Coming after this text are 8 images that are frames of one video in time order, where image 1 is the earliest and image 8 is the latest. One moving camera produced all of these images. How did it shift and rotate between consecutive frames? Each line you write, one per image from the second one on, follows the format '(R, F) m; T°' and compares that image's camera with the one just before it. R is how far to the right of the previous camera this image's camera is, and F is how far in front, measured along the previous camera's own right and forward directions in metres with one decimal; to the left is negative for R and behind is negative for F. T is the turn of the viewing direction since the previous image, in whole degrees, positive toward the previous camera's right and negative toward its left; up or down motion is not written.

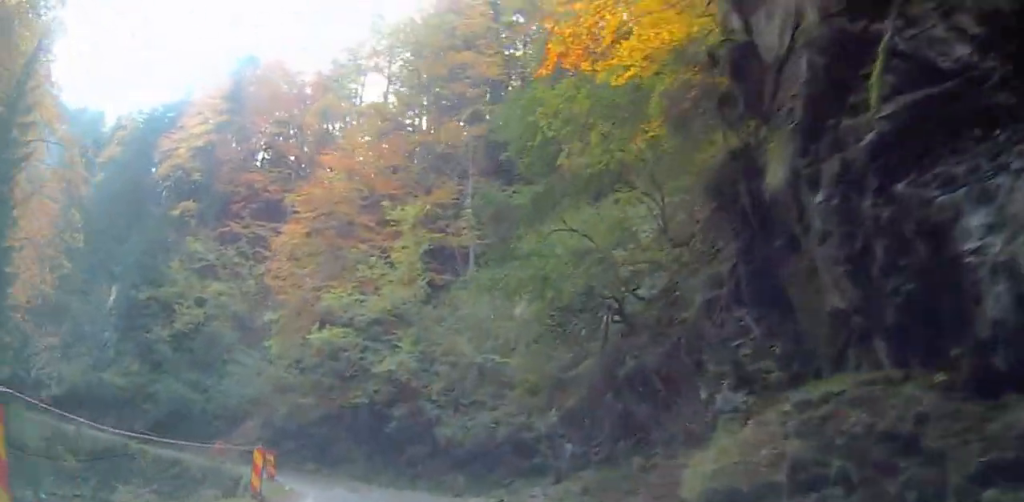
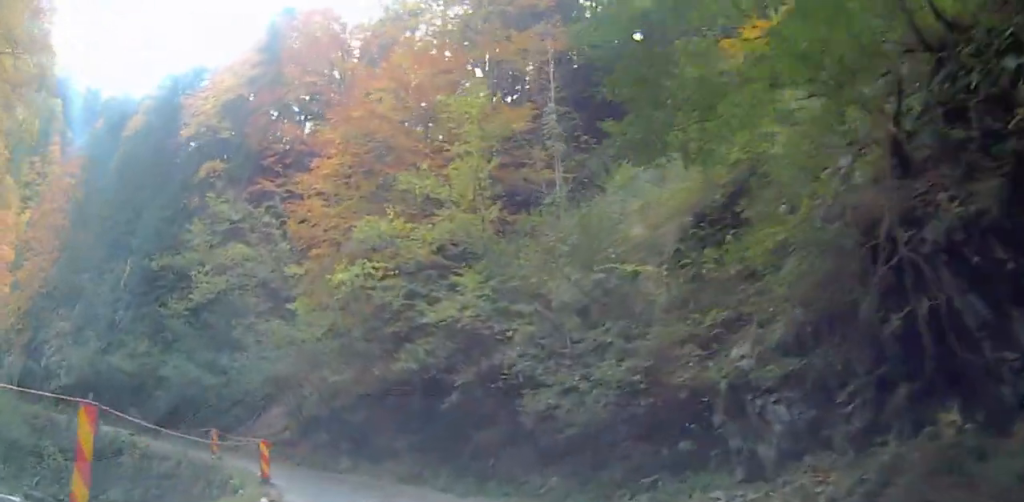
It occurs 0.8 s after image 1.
(-0.6, +10.6) m; -9°
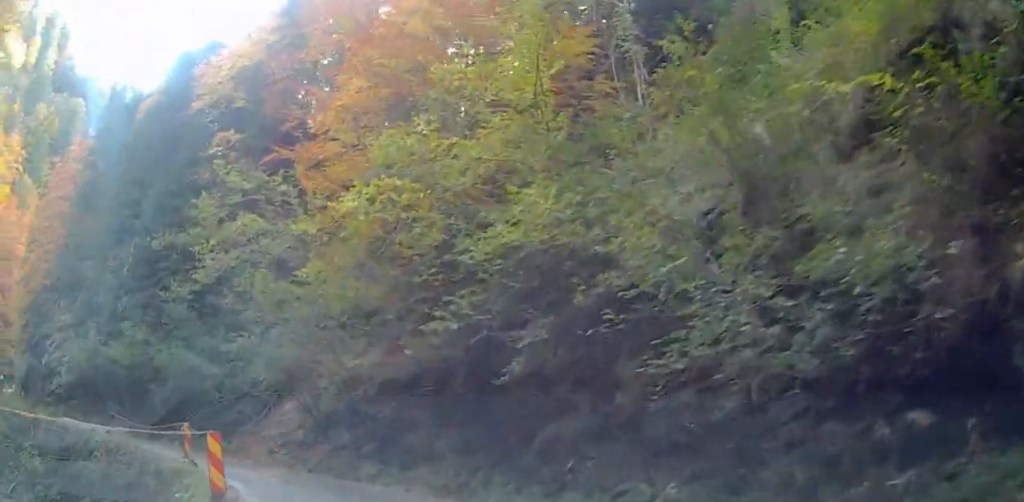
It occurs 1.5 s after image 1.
(-0.4, +7.7) m; -11°
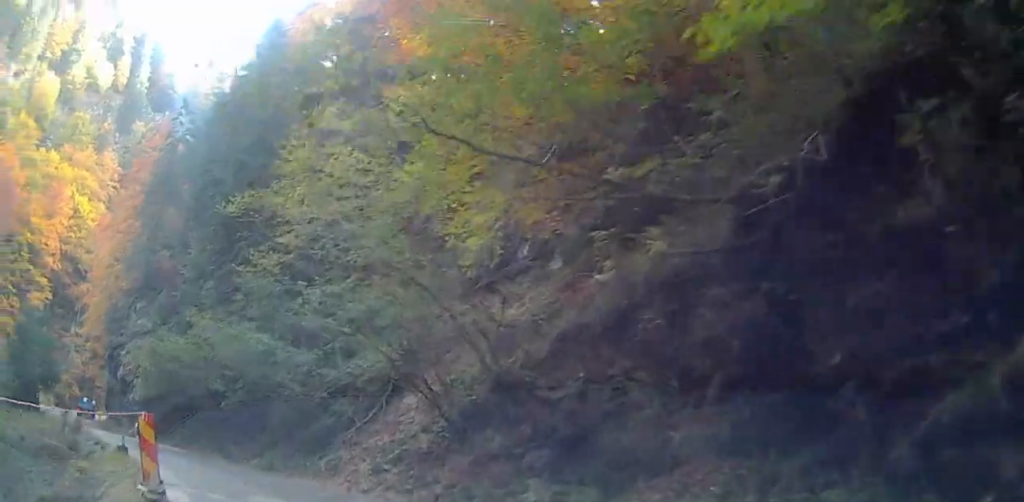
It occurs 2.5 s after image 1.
(-2.4, +11.9) m; -22°
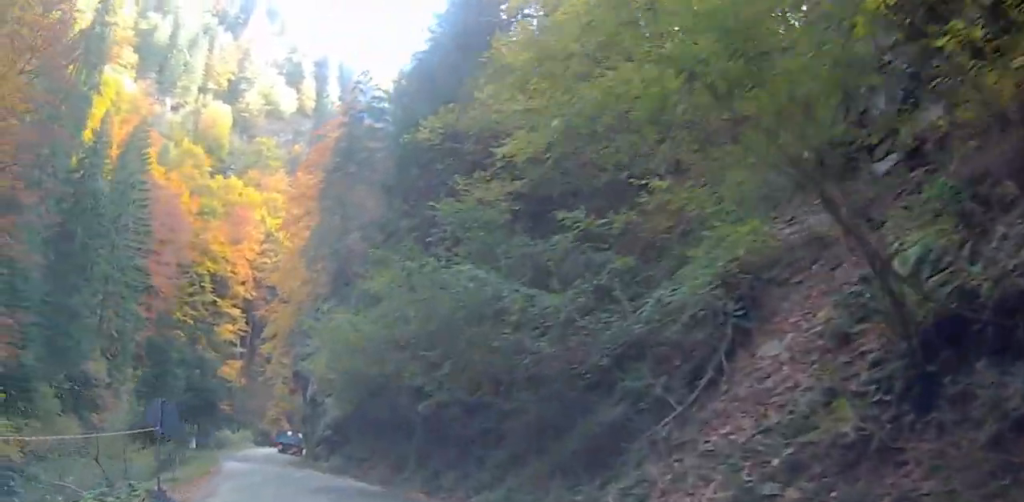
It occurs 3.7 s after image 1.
(-2.5, +13.2) m; -12°
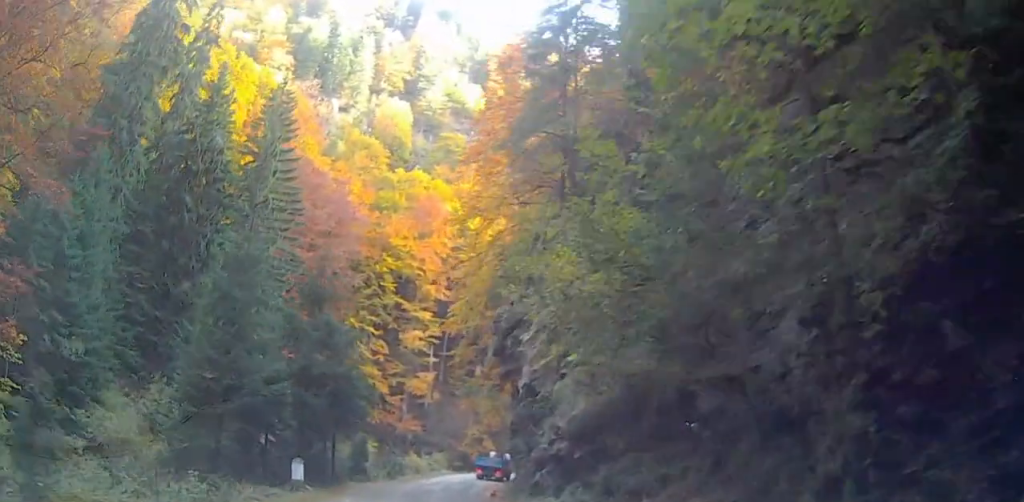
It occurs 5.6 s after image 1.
(-1.6, +20.3) m; -15°
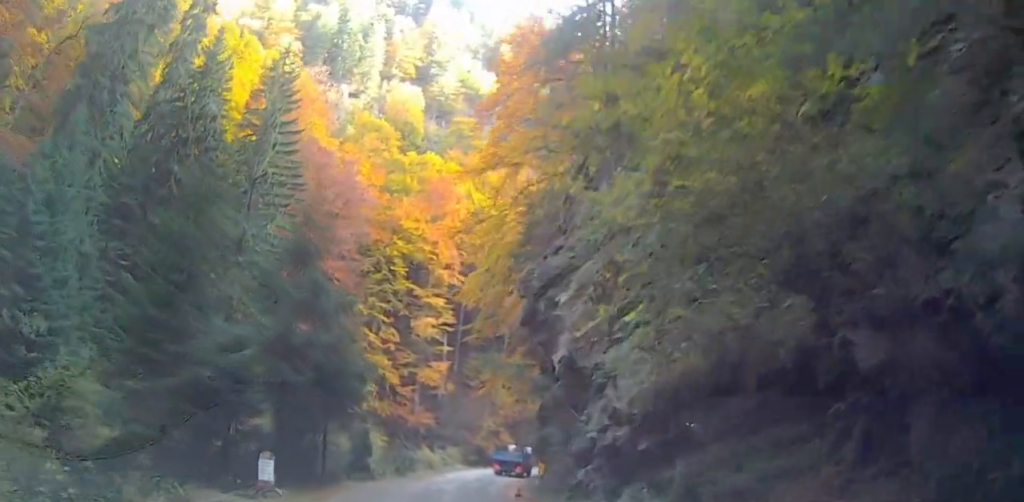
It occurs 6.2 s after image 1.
(+0.2, +5.7) m; -9°
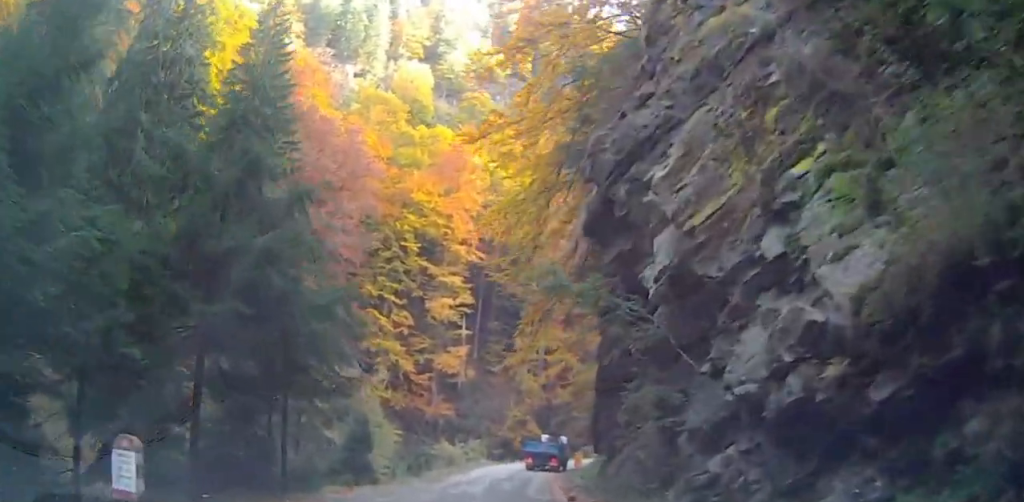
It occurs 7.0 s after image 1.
(-1.6, +9.3) m; -7°
